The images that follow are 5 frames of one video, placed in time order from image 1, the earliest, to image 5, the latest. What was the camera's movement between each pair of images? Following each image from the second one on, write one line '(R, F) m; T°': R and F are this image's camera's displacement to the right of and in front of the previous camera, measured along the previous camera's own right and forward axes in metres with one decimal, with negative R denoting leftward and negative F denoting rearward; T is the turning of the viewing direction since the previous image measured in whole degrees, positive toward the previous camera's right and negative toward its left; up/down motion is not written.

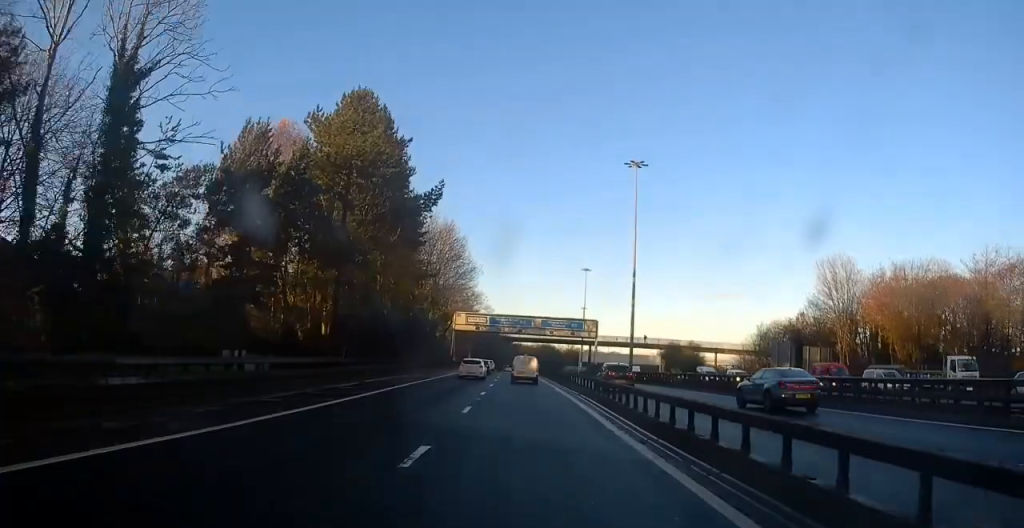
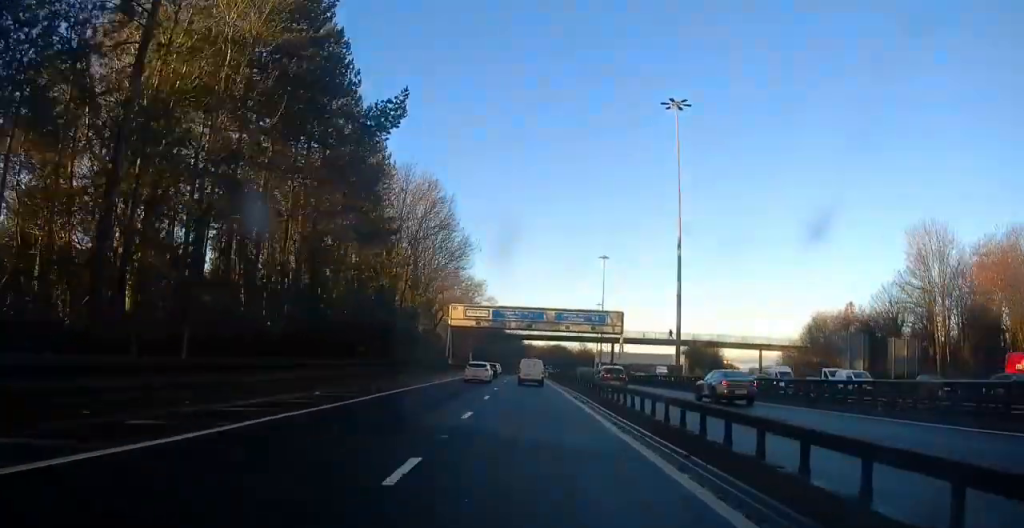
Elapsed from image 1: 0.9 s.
(-0.3, +19.3) m; -1°
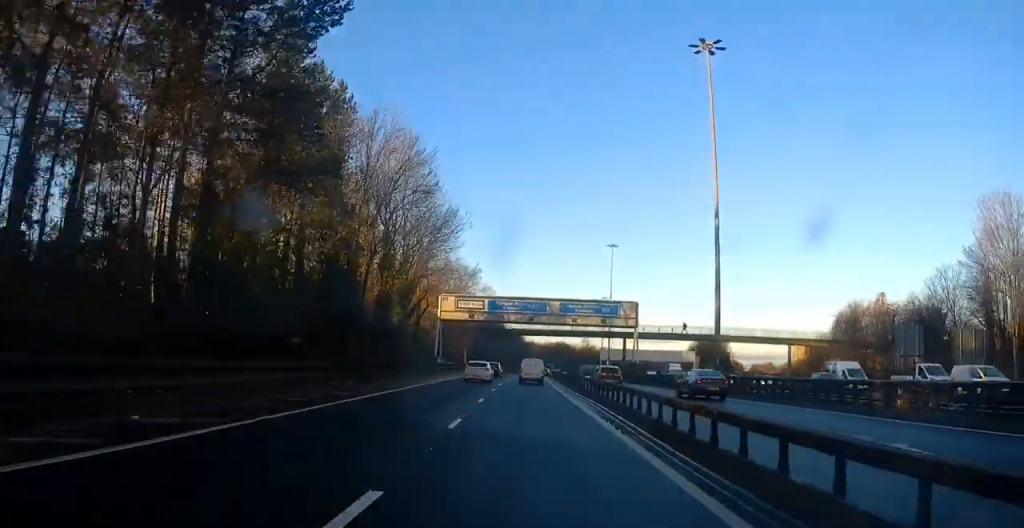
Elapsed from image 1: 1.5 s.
(+0.1, +11.8) m; -1°
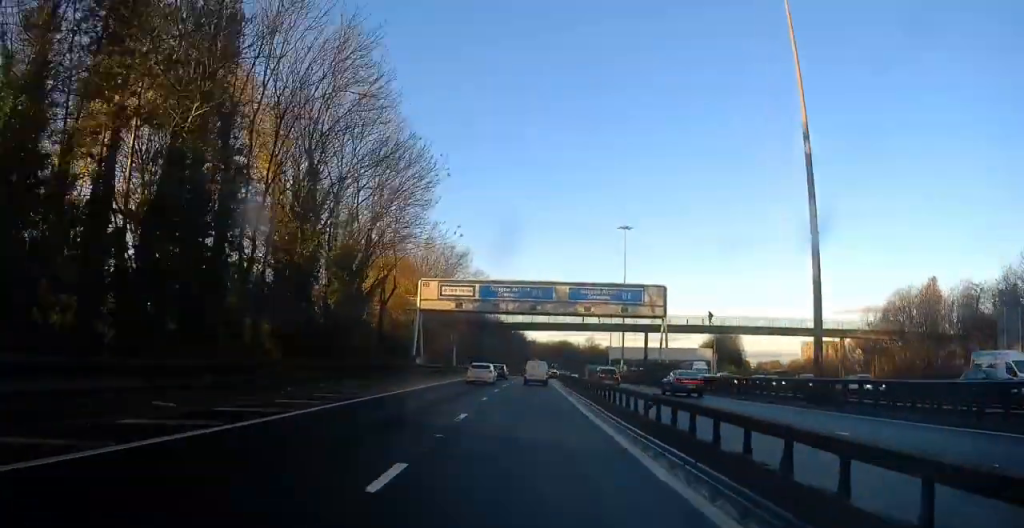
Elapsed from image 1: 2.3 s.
(-0.2, +16.0) m; 0°
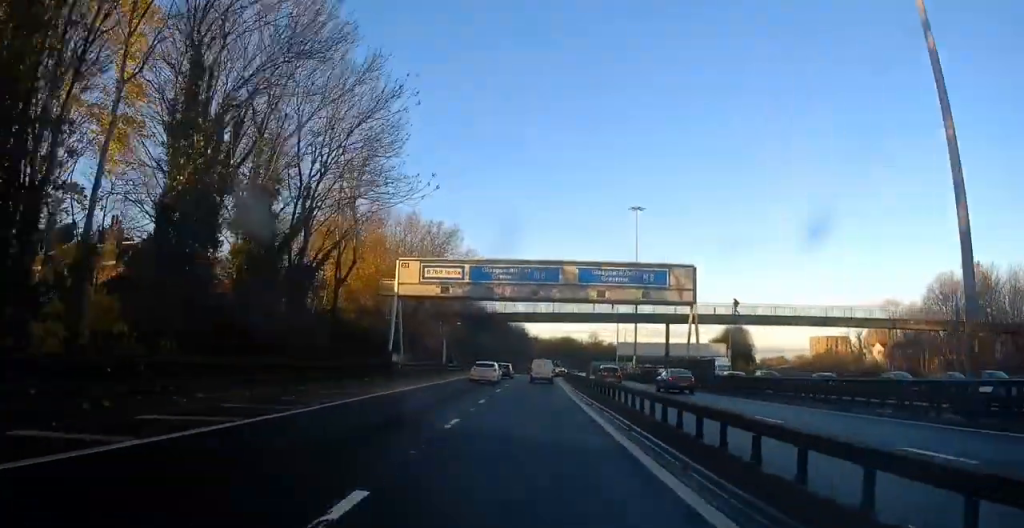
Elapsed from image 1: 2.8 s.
(-0.2, +11.1) m; 0°
